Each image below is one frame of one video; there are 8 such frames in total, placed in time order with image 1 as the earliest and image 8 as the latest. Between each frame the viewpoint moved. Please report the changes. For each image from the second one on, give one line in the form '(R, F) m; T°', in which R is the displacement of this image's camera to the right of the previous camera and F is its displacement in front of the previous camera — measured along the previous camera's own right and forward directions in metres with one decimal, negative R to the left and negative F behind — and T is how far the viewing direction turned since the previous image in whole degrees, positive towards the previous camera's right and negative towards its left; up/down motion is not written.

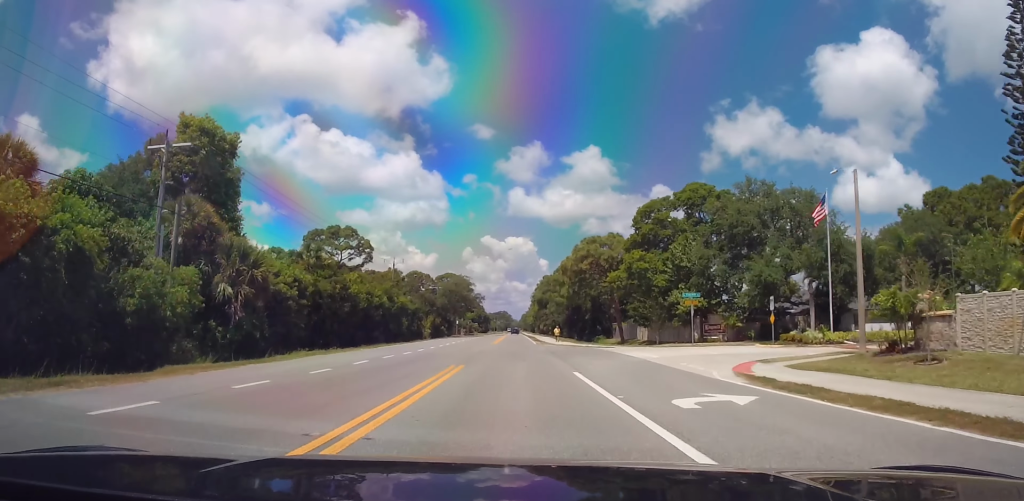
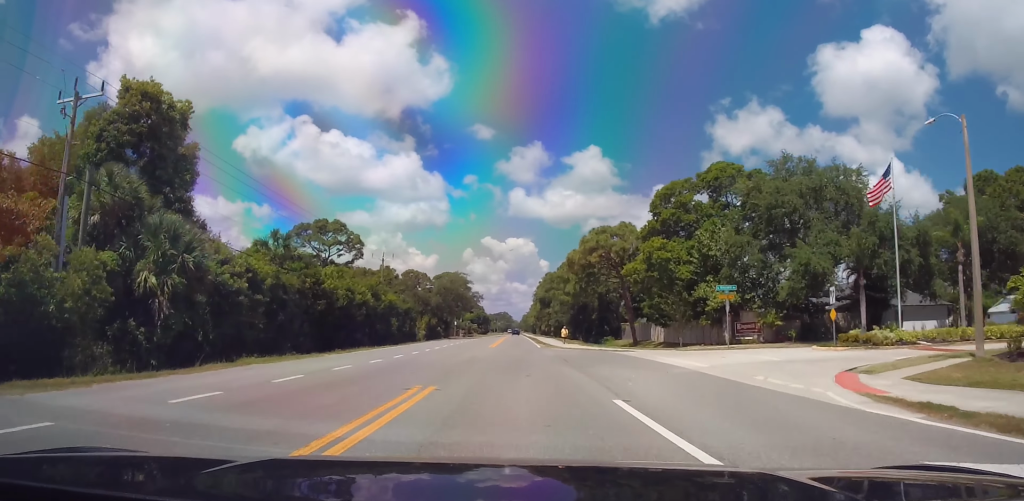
(-0.2, +7.5) m; 0°
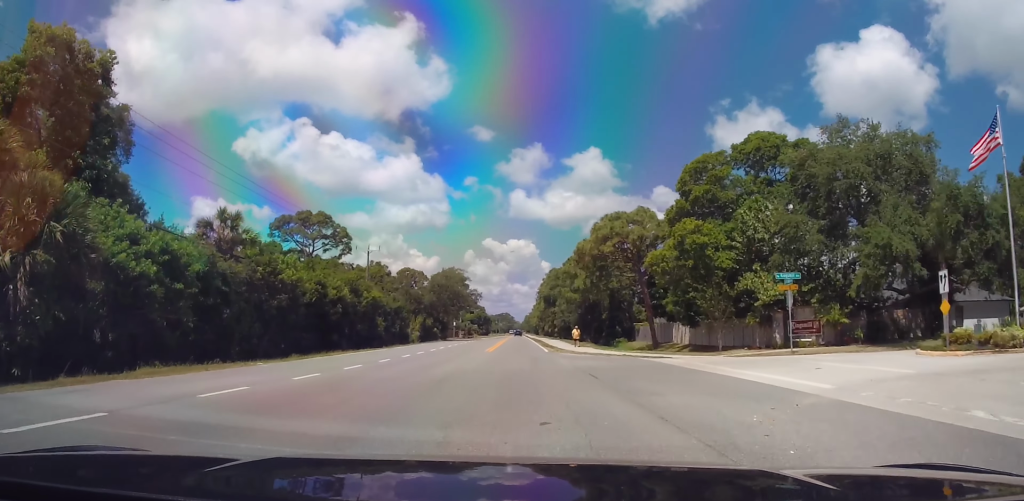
(+0.3, +8.5) m; 0°
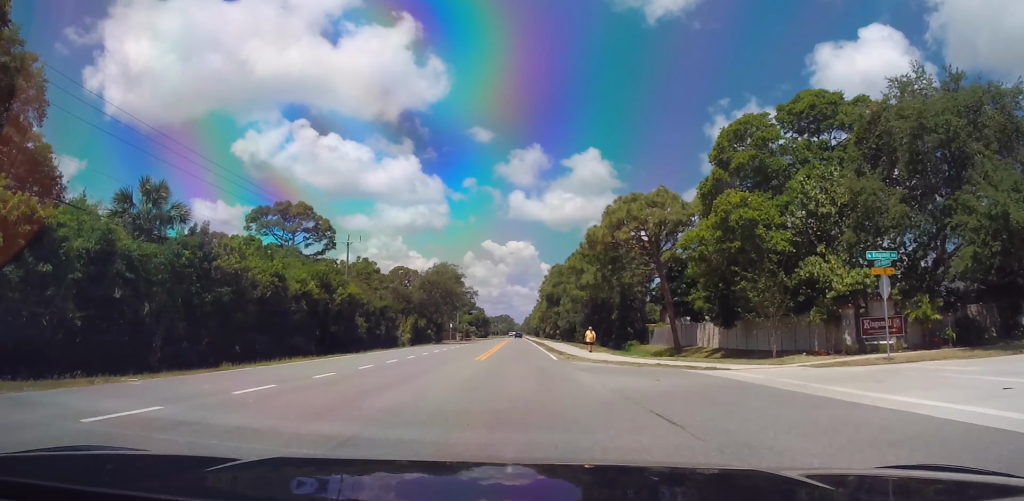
(+0.2, +8.0) m; 0°
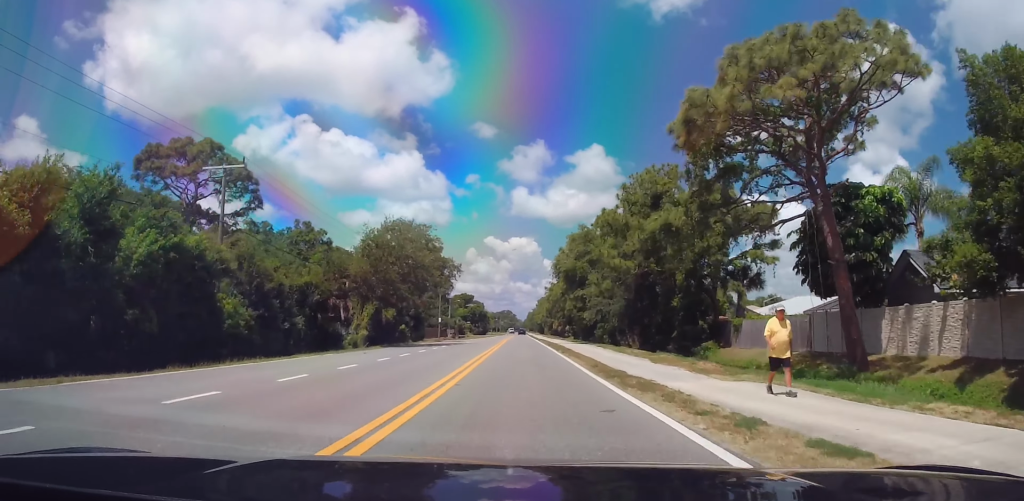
(-0.1, +26.9) m; 0°
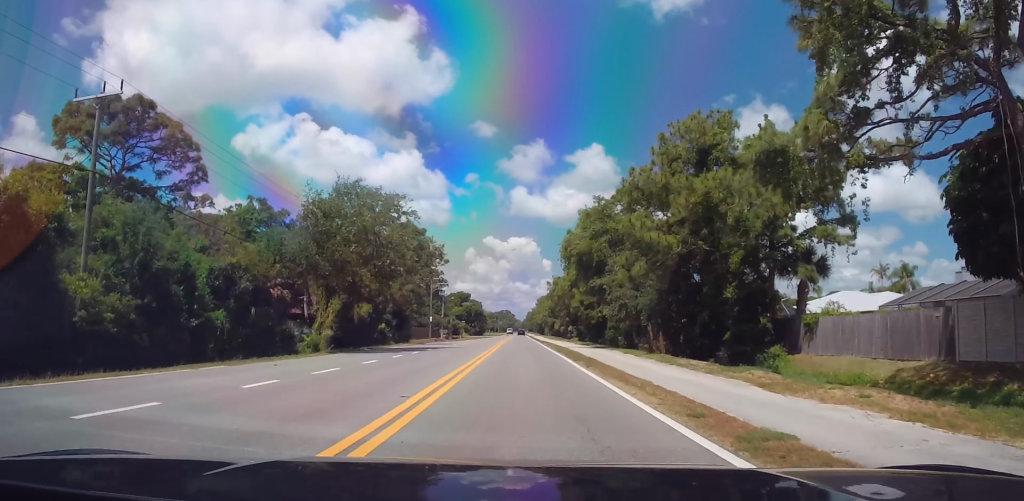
(-0.2, +11.6) m; -1°
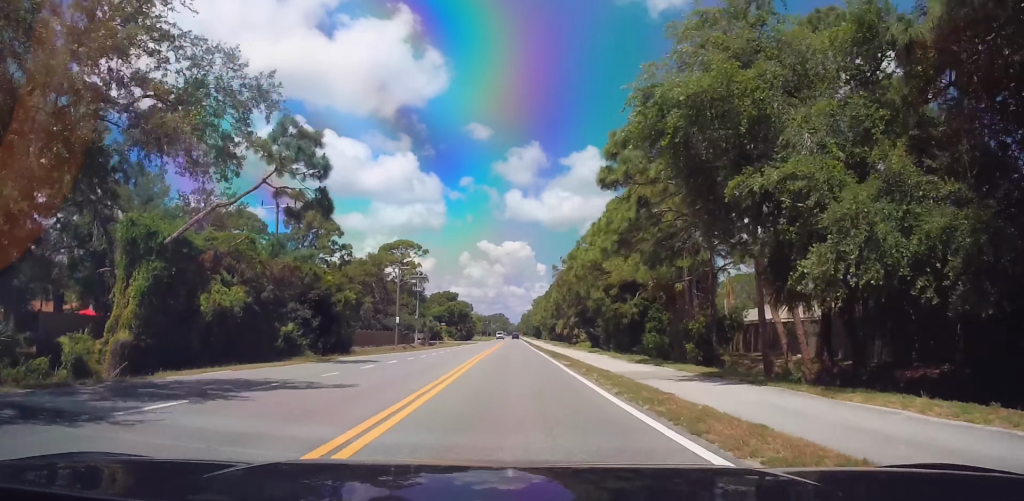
(-0.1, +28.1) m; +2°
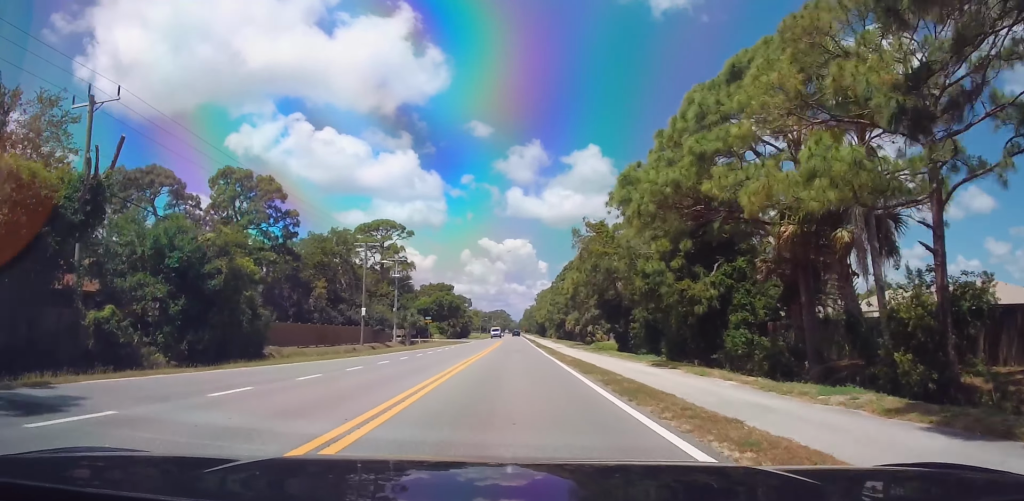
(+0.5, +21.1) m; 0°
